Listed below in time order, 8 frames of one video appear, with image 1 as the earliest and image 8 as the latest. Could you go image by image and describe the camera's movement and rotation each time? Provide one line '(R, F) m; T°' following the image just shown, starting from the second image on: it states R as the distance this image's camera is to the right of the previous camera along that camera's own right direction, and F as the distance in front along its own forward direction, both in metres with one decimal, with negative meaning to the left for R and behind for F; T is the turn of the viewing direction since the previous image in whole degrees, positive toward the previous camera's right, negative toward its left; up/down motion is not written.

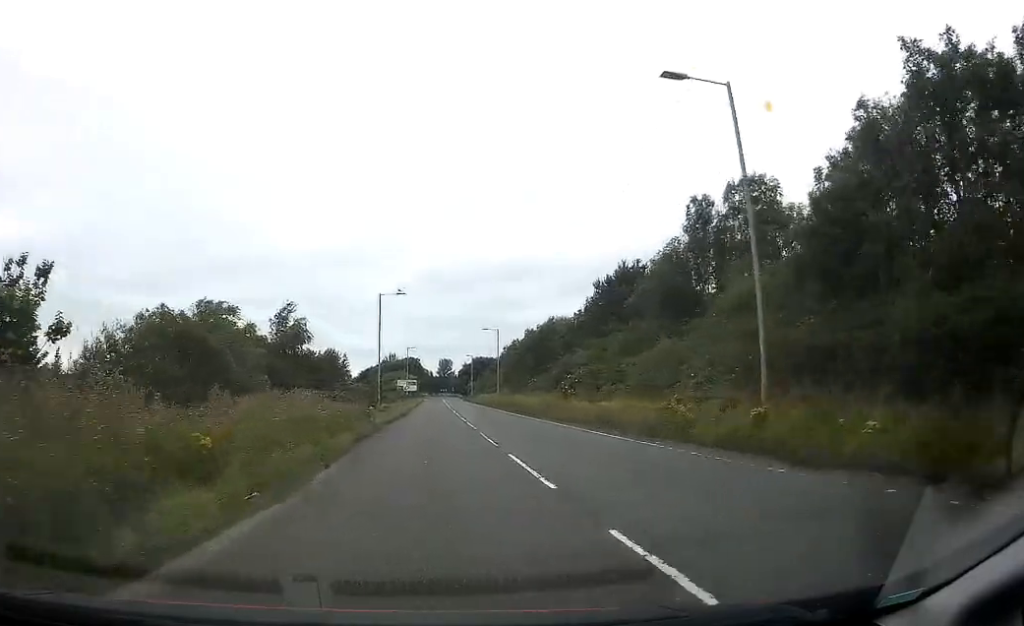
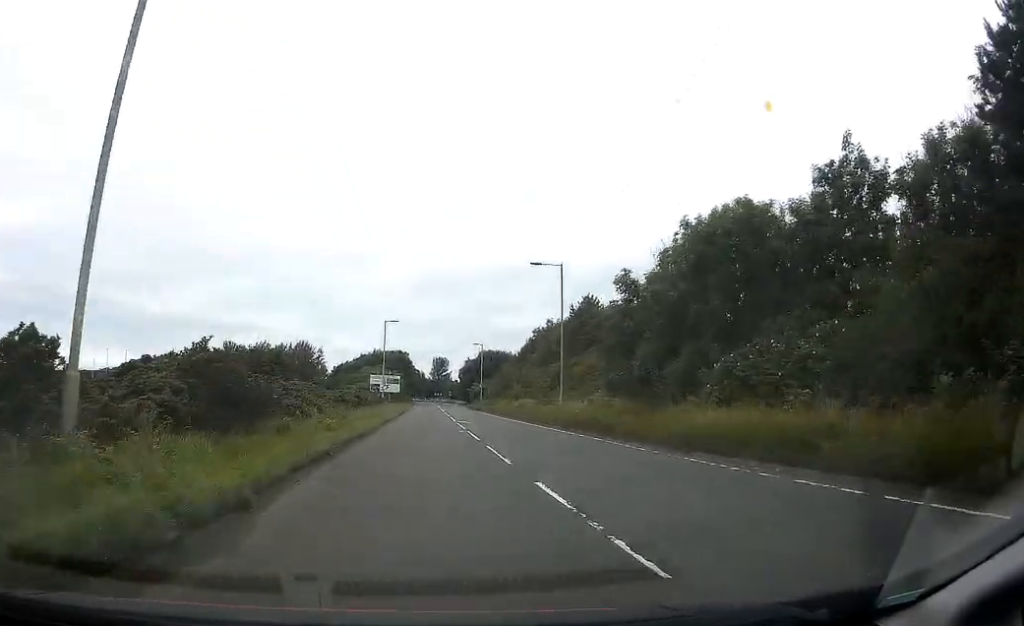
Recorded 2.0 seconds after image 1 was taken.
(0.0, +41.1) m; +1°
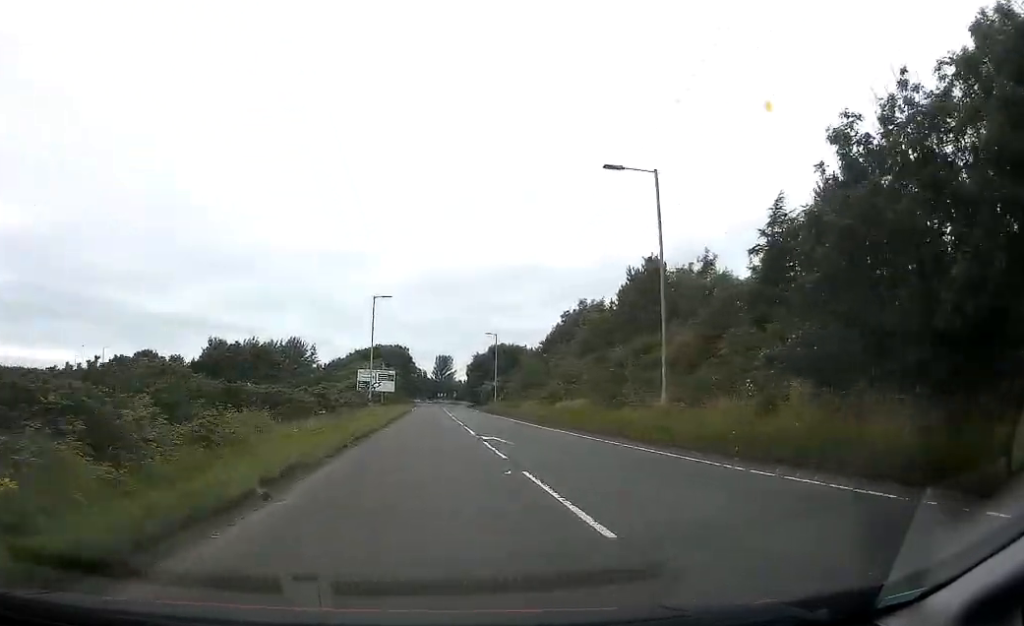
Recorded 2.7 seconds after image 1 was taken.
(+0.3, +15.8) m; 0°
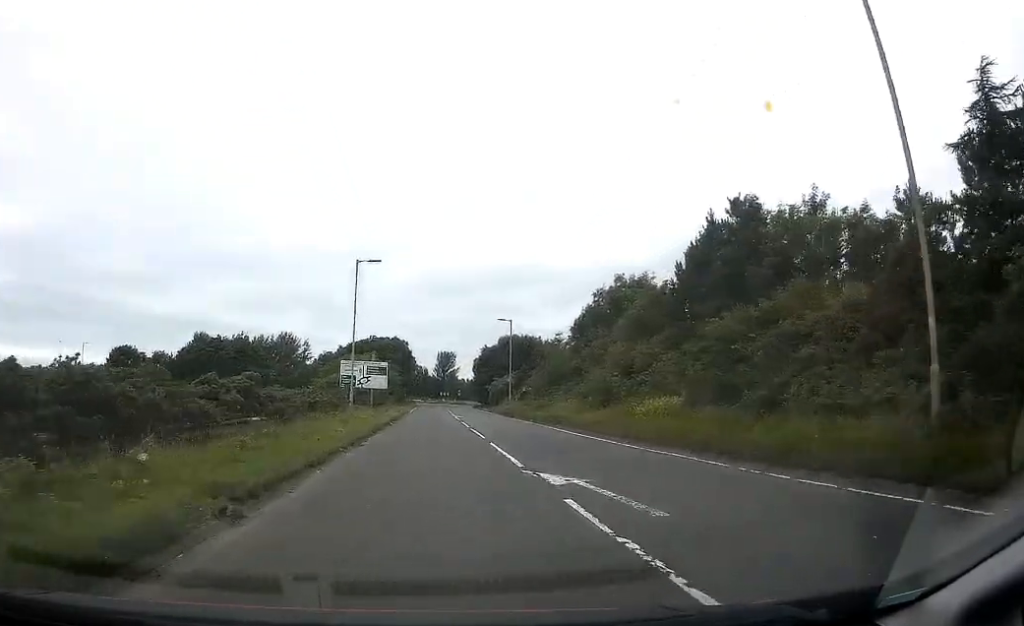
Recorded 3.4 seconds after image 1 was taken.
(-0.2, +12.8) m; 0°
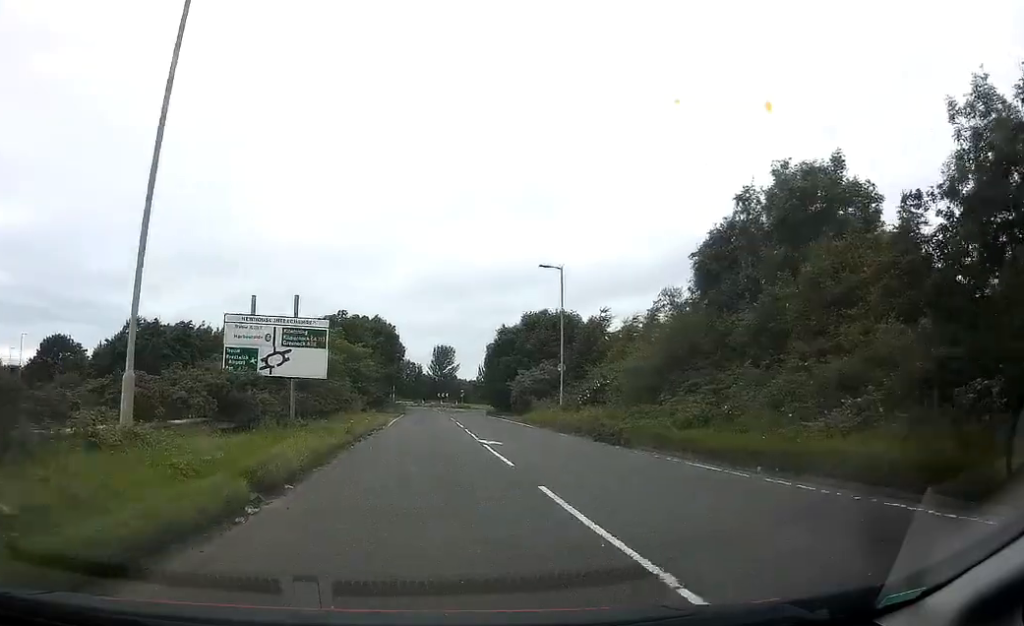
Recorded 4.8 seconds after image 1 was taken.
(+0.2, +27.0) m; +1°
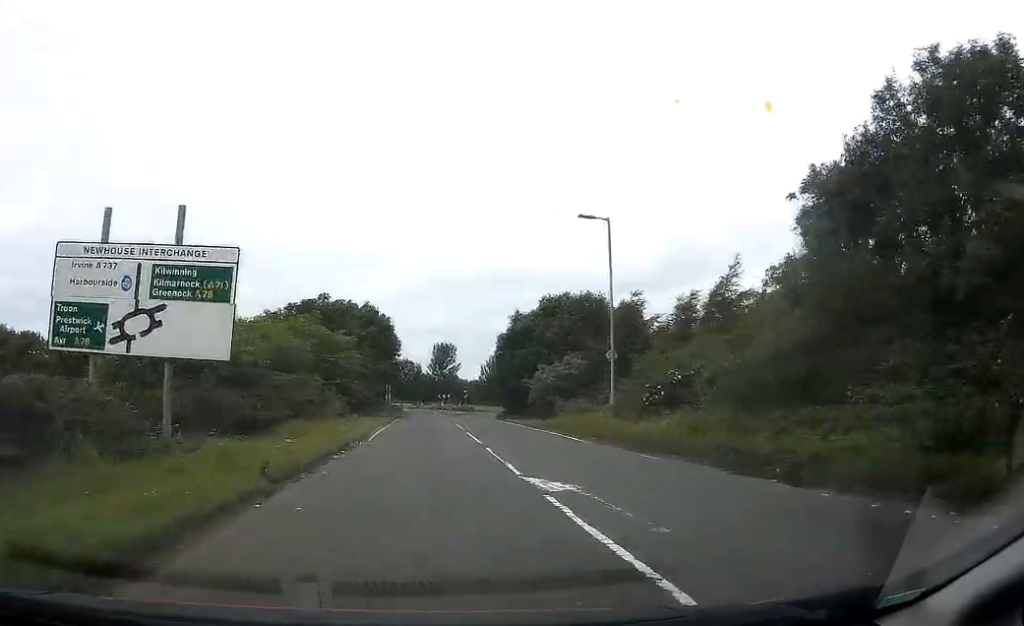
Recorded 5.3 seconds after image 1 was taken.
(+0.1, +9.9) m; 0°
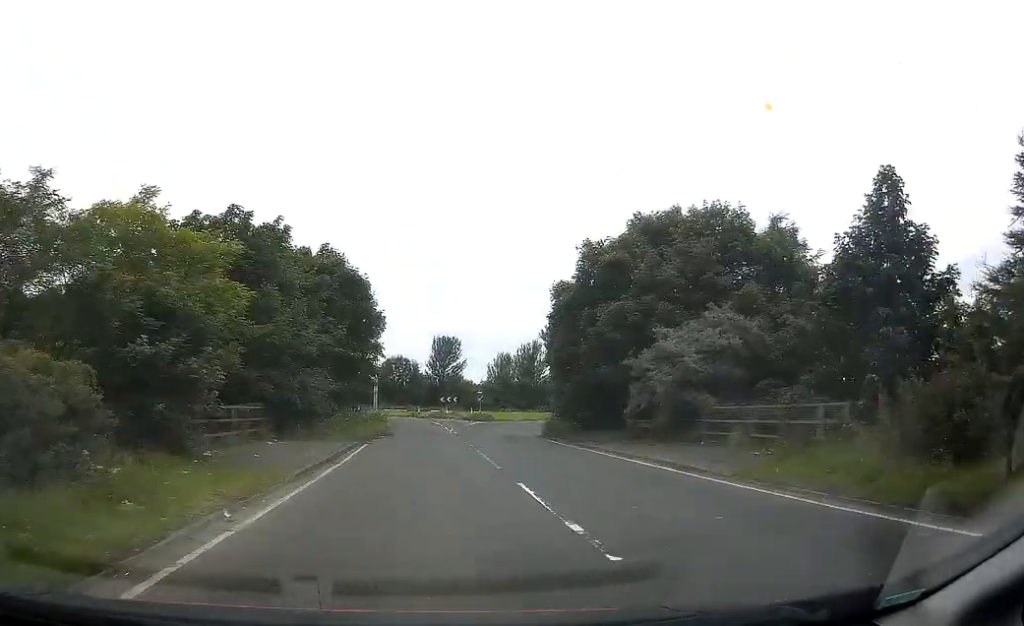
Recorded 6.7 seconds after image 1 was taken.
(-0.2, +24.5) m; 0°
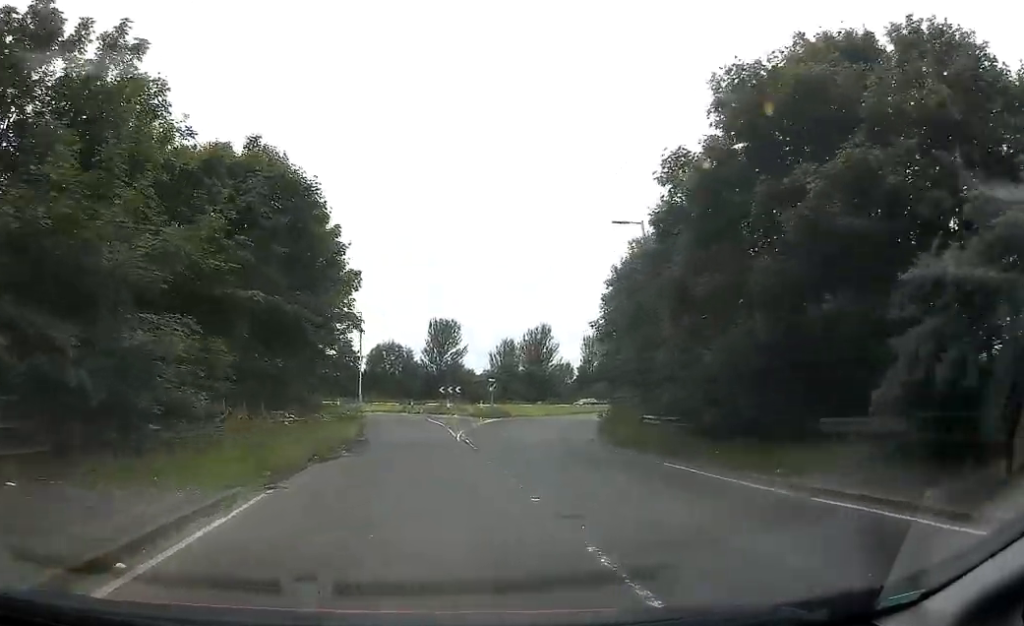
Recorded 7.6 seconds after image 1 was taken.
(+0.1, +14.9) m; 0°
